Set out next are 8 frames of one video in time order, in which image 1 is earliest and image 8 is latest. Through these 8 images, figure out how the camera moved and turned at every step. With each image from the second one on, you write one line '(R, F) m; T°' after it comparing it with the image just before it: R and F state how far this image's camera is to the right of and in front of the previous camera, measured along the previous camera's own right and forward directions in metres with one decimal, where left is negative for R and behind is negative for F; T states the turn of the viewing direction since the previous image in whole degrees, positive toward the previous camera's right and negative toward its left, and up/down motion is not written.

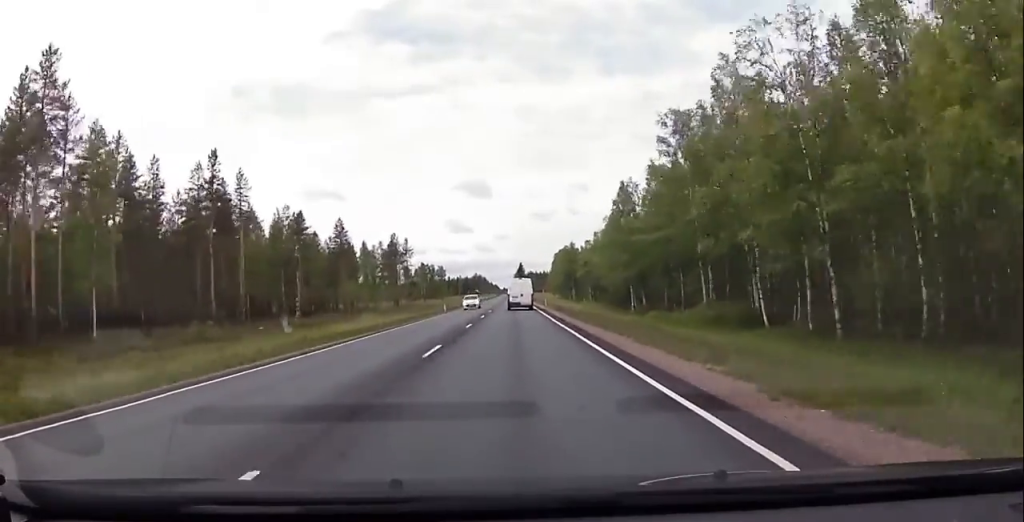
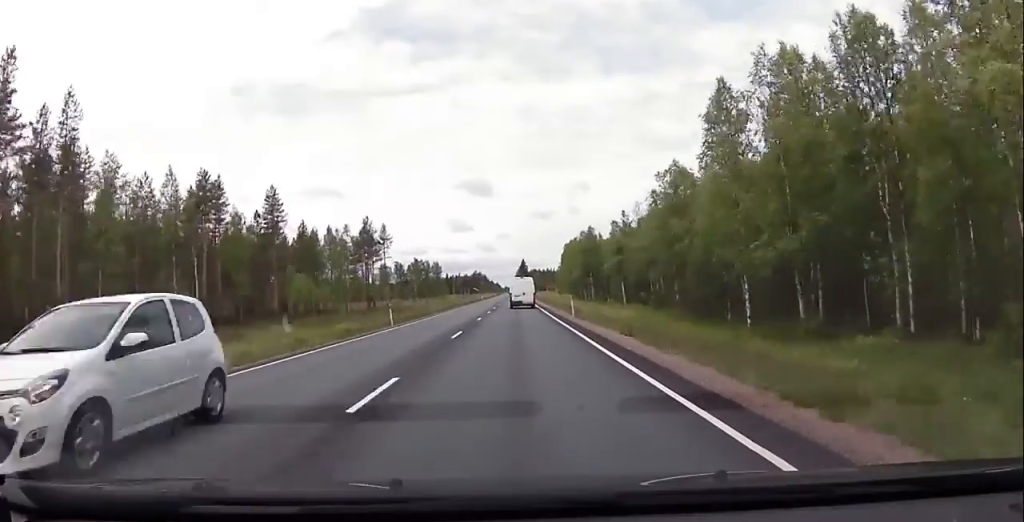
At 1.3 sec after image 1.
(0.0, +30.4) m; 0°
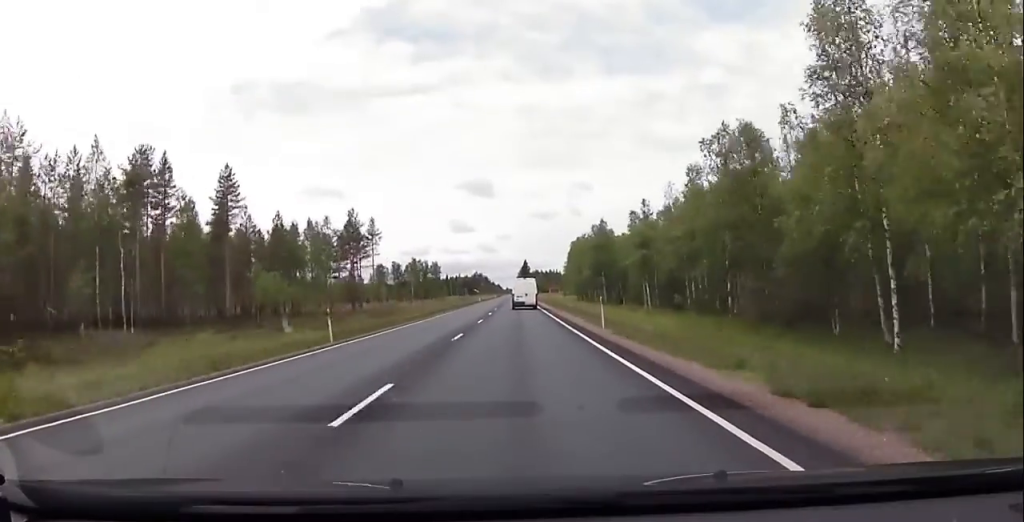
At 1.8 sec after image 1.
(0.0, +12.8) m; 0°
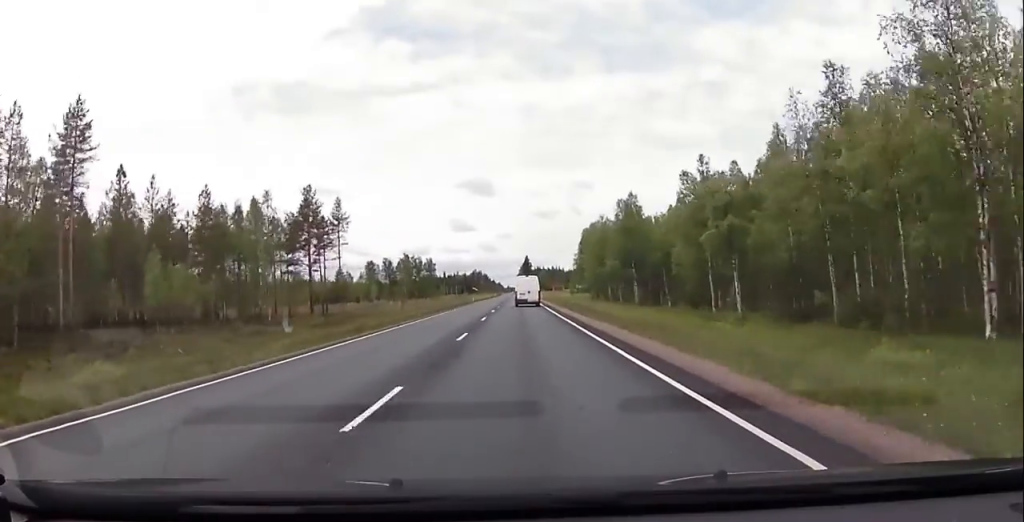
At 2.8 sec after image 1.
(0.0, +24.0) m; 0°
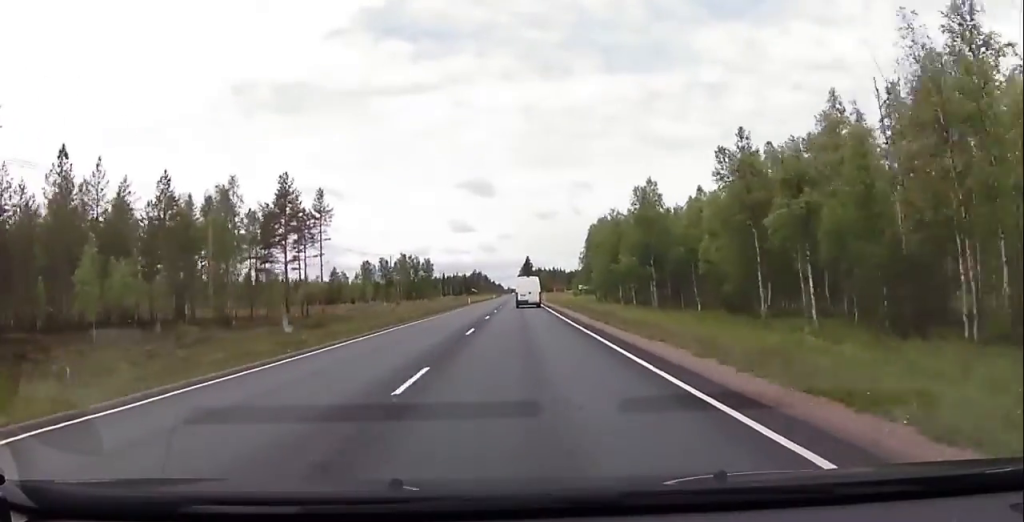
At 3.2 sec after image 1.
(0.0, +9.6) m; 0°
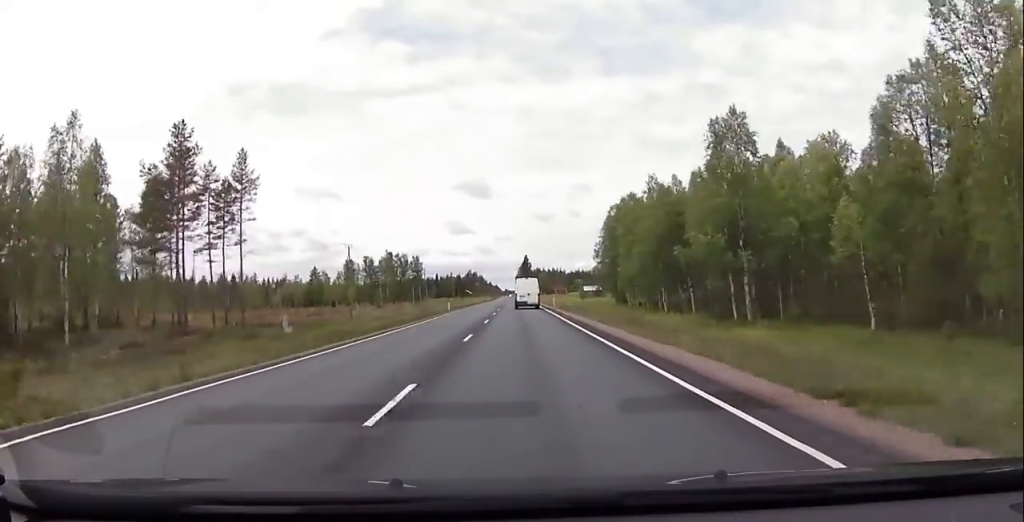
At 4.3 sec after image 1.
(0.0, +25.7) m; -1°
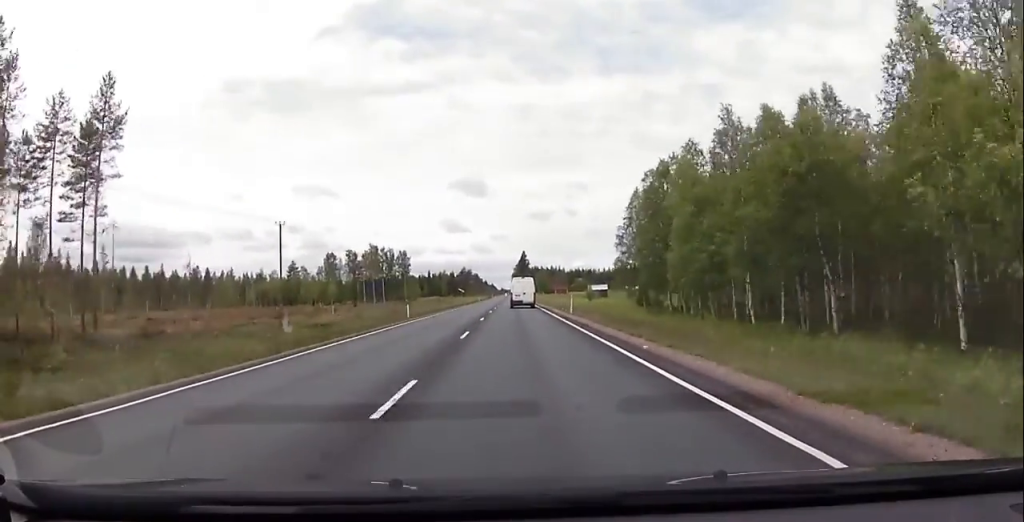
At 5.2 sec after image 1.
(-0.5, +23.4) m; 0°
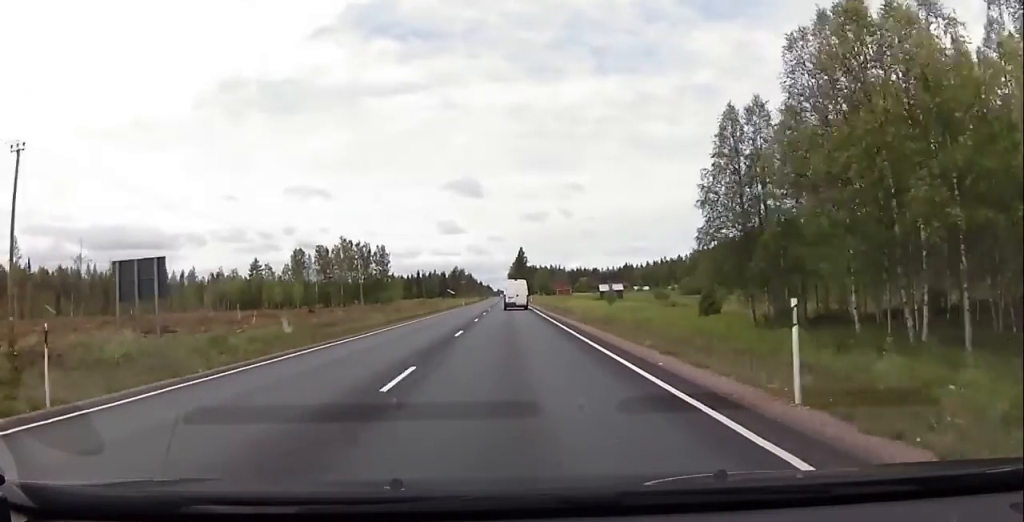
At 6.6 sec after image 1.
(+0.6, +33.8) m; +1°
